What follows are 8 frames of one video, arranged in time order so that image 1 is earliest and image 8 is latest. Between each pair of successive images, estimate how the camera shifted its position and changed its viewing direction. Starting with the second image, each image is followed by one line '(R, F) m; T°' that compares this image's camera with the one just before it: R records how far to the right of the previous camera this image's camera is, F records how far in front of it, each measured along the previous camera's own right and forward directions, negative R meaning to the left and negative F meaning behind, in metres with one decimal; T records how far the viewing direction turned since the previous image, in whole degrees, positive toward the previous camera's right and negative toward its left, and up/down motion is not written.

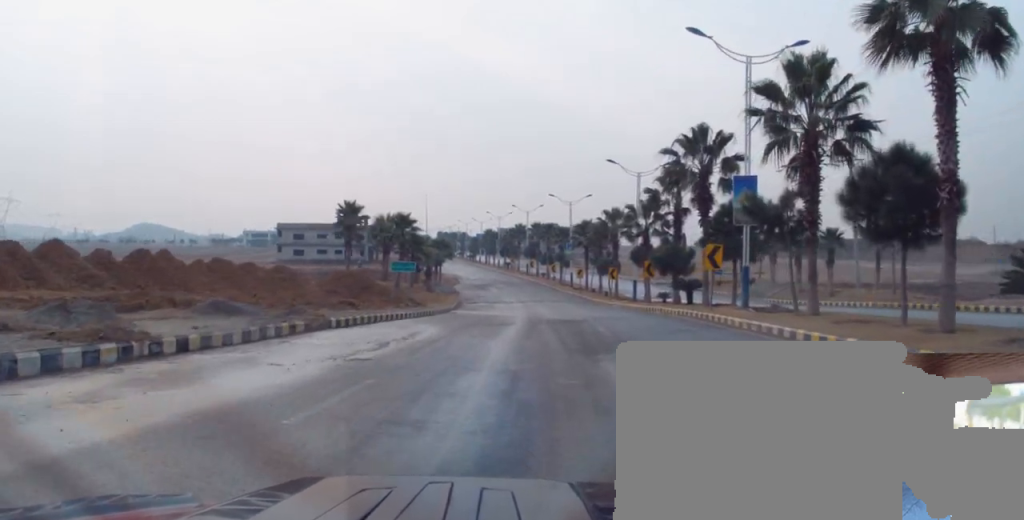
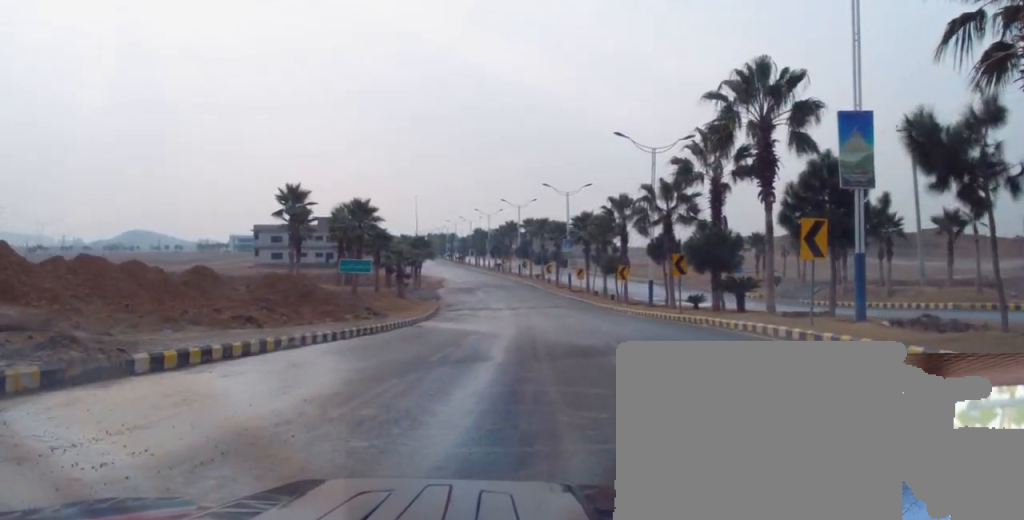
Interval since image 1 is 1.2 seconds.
(0.0, +10.8) m; -1°
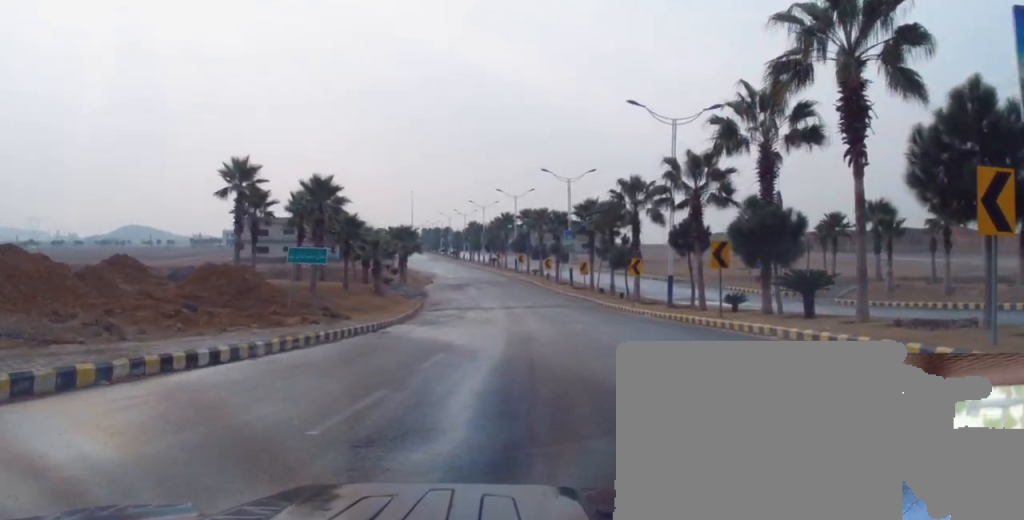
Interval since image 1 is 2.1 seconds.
(-0.1, +7.3) m; -1°
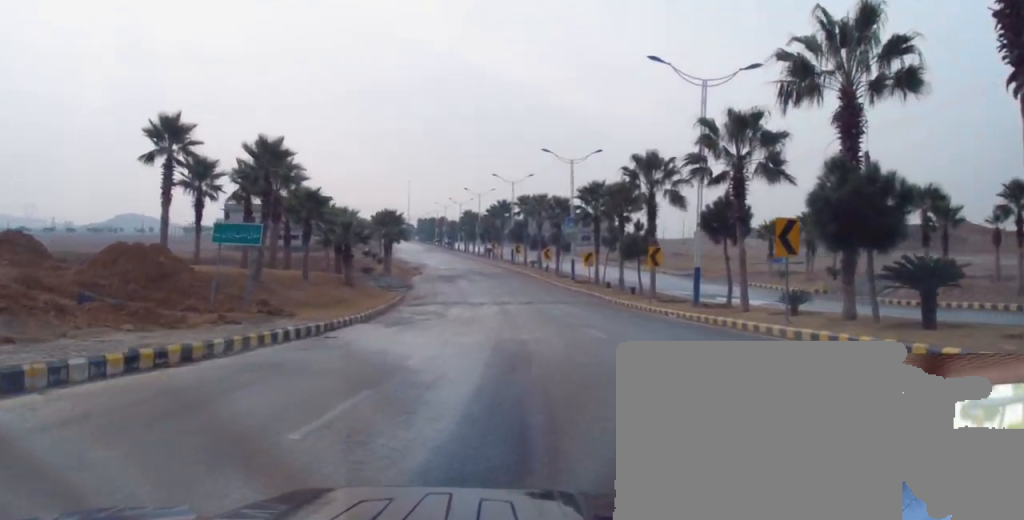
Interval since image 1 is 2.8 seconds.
(0.0, +6.9) m; 0°
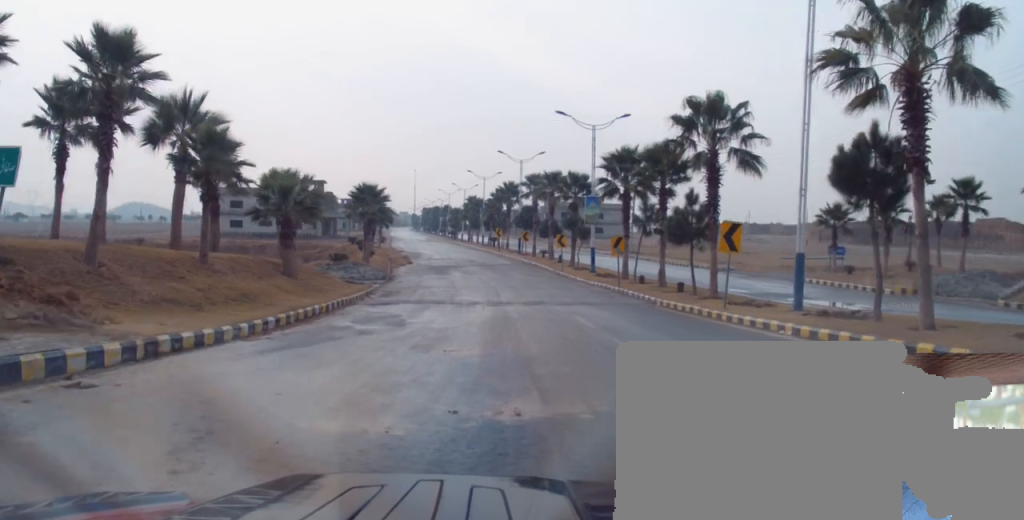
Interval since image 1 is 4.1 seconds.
(+0.3, +12.0) m; +1°
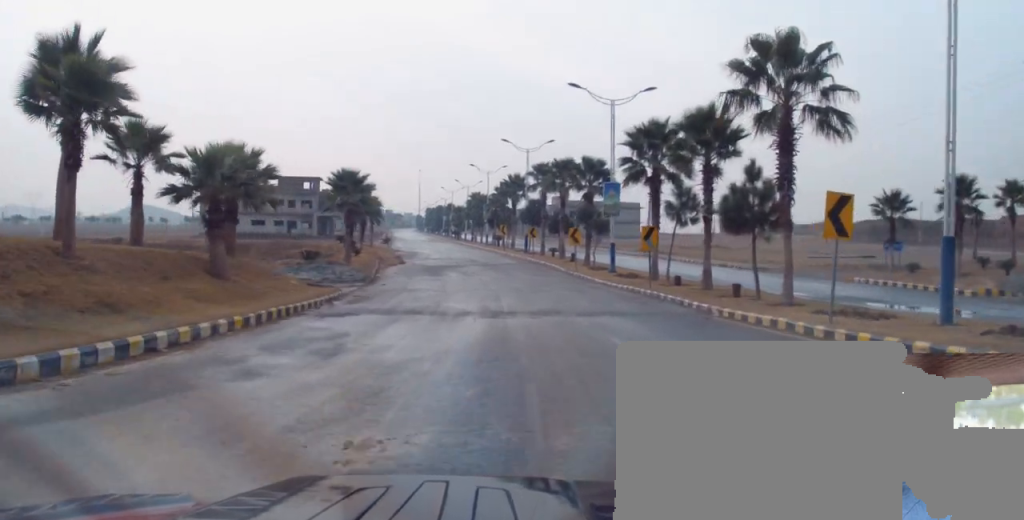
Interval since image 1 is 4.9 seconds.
(+0.1, +7.5) m; -1°
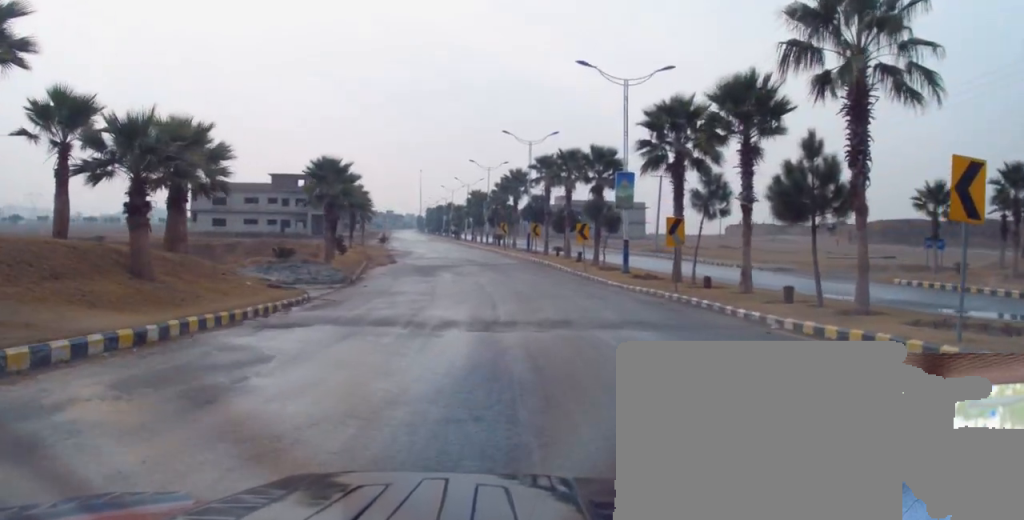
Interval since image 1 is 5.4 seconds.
(-0.5, +5.1) m; +2°
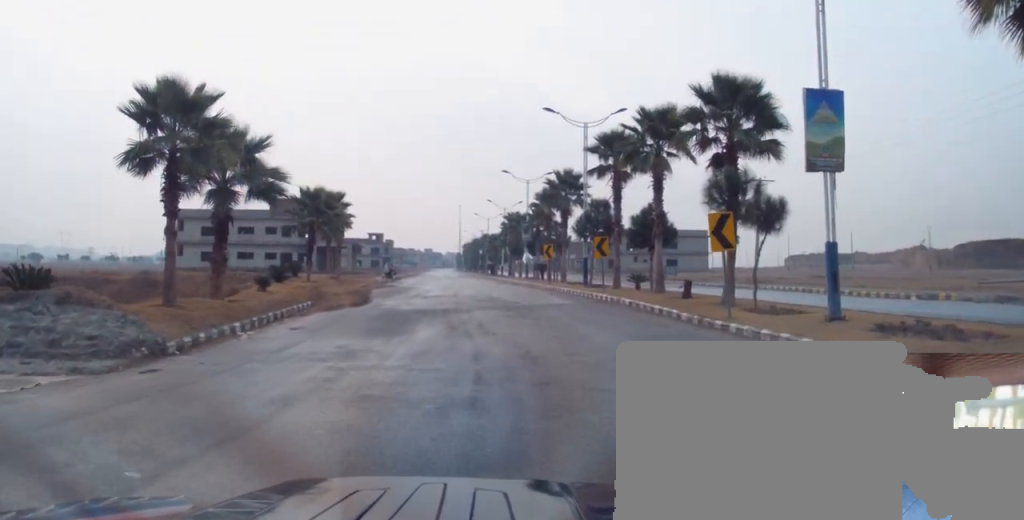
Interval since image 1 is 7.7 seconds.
(+6.9, +19.0) m; -6°
